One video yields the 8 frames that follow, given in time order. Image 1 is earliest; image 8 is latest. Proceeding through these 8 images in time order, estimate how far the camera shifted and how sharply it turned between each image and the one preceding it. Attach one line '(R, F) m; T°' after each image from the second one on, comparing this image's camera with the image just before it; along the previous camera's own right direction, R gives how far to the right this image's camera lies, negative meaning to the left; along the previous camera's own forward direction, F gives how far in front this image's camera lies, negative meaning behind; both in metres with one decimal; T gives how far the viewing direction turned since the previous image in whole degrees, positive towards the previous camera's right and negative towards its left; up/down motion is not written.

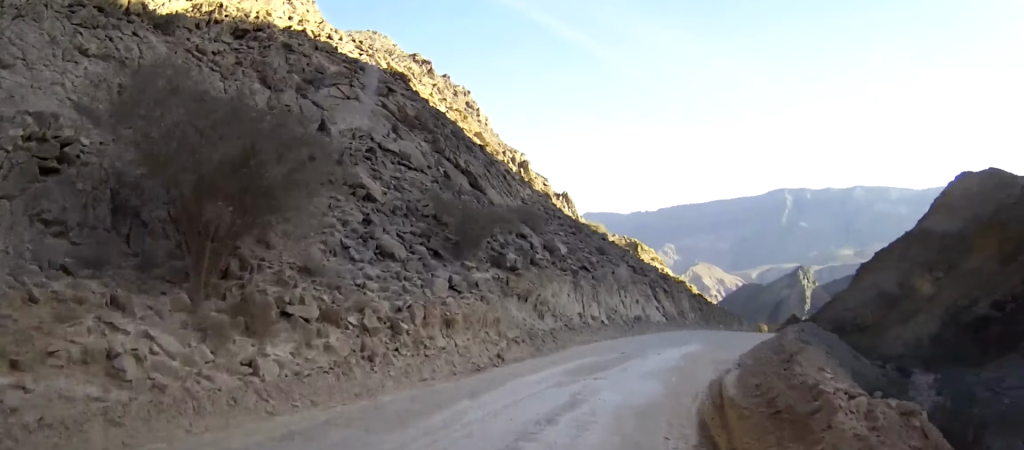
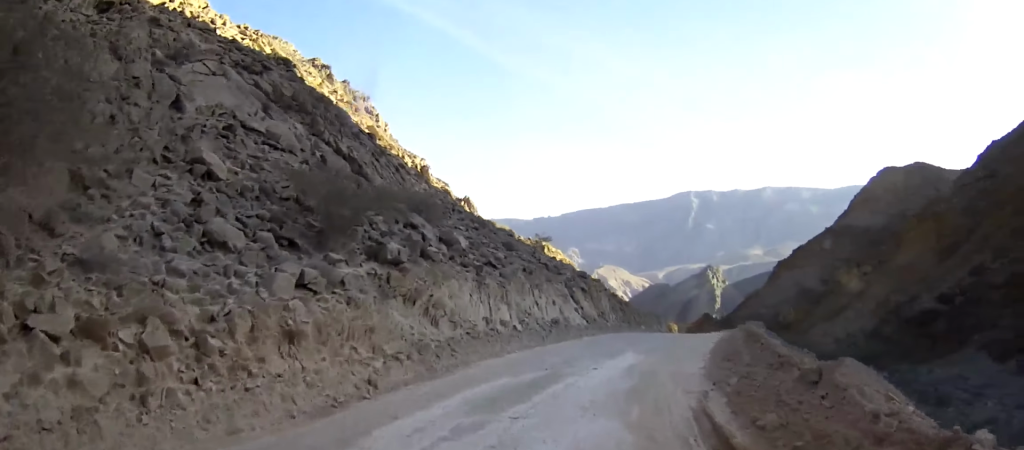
(+0.2, +4.9) m; +7°
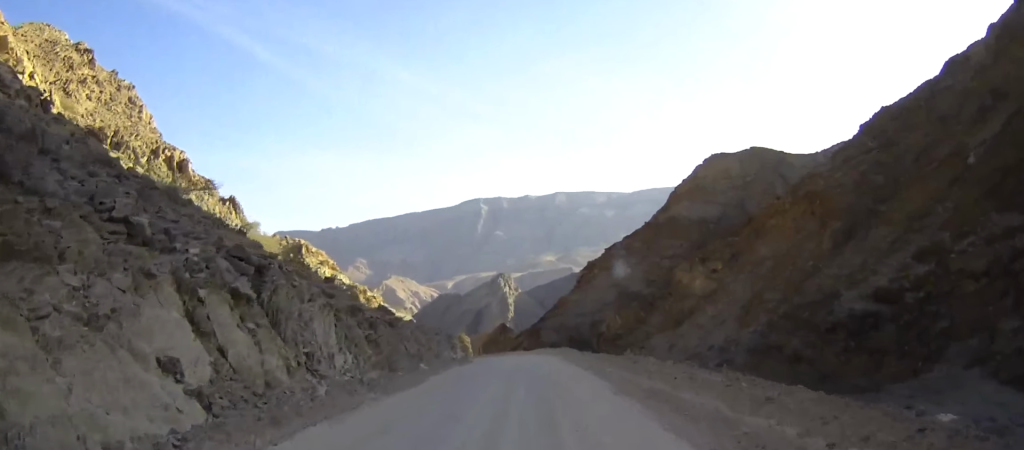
(+4.4, +20.9) m; +18°
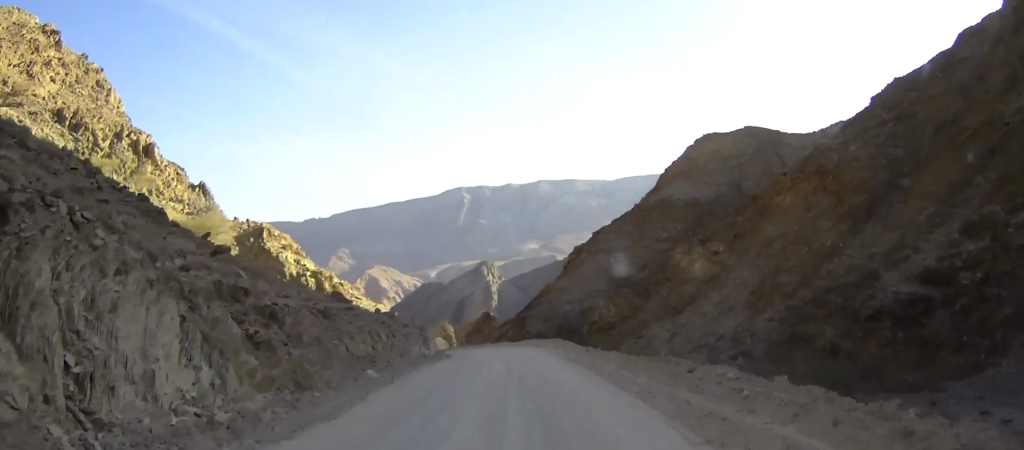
(+0.2, +7.1) m; +2°
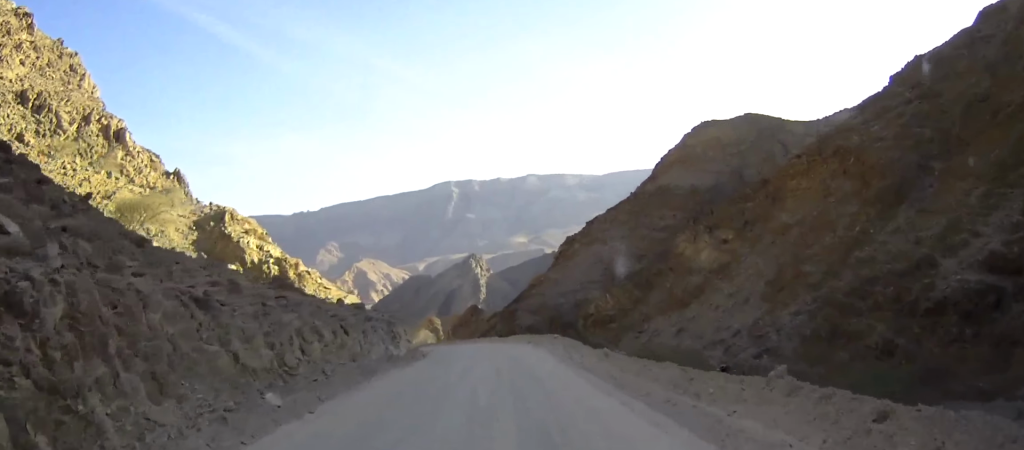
(+0.1, +6.9) m; +1°
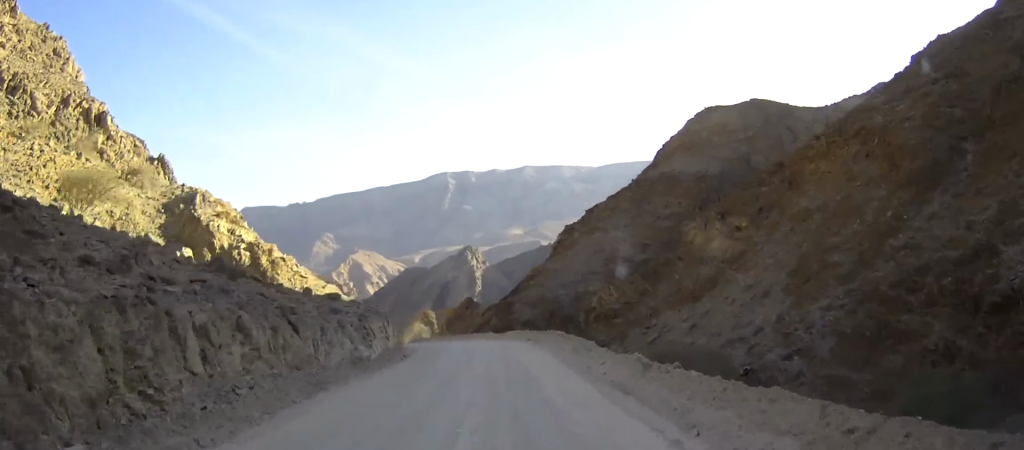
(+0.1, +5.5) m; 0°
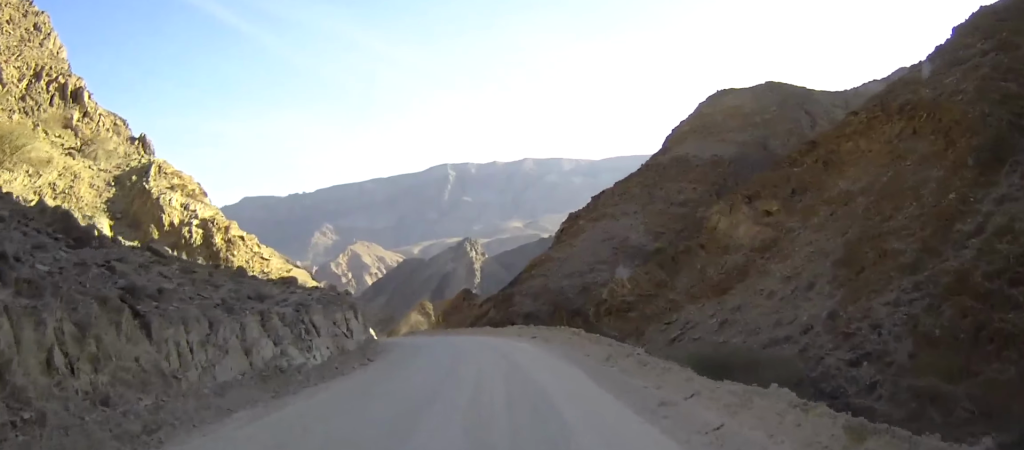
(0.0, +8.1) m; 0°
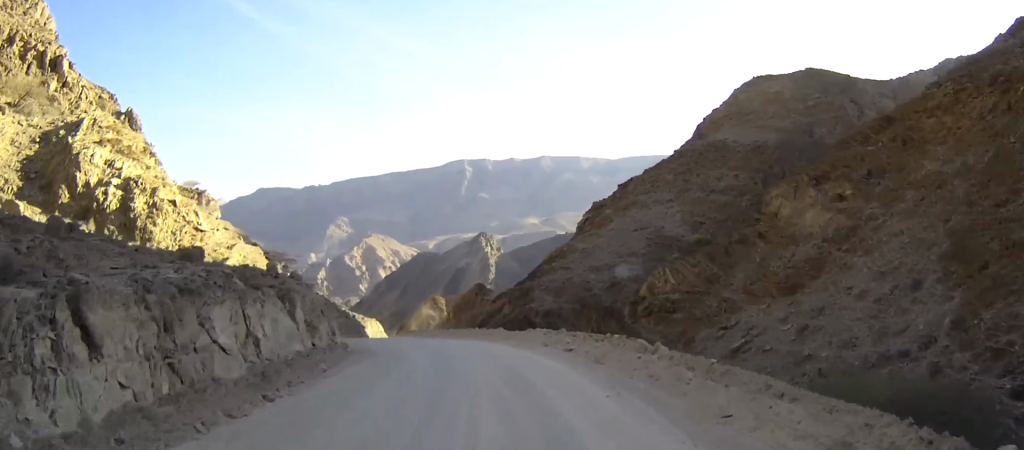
(0.0, +11.7) m; -1°
